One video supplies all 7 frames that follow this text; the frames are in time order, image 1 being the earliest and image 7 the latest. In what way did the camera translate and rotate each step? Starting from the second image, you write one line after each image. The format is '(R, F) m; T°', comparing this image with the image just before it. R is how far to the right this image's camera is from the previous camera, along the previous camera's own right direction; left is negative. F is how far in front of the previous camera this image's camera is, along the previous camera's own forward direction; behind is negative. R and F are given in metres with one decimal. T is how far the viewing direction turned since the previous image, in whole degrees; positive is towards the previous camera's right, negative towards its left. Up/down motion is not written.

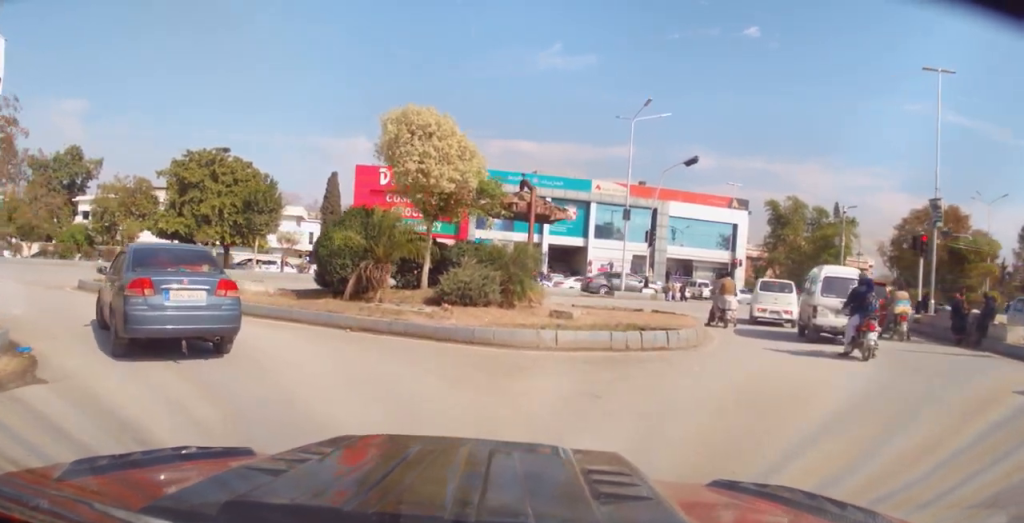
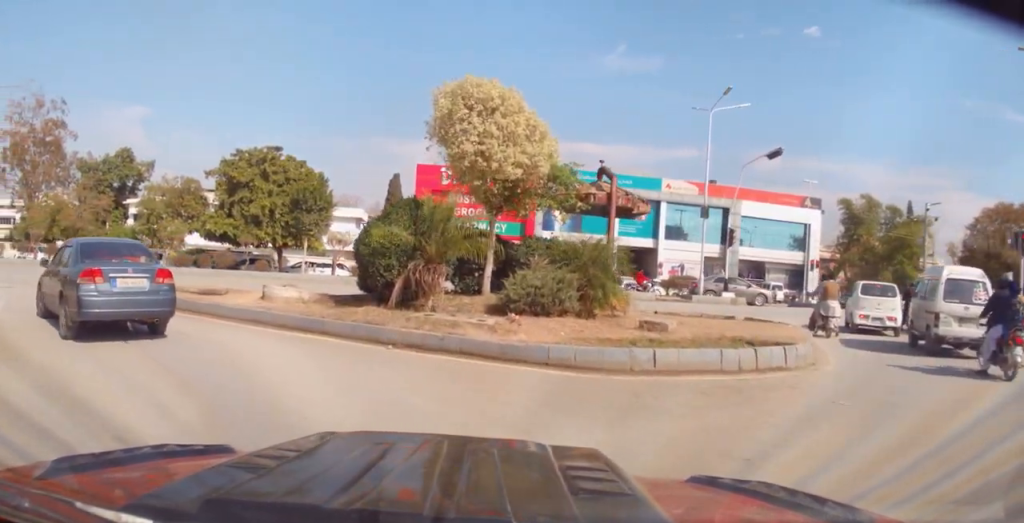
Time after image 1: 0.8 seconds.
(-0.1, +2.1) m; -9°
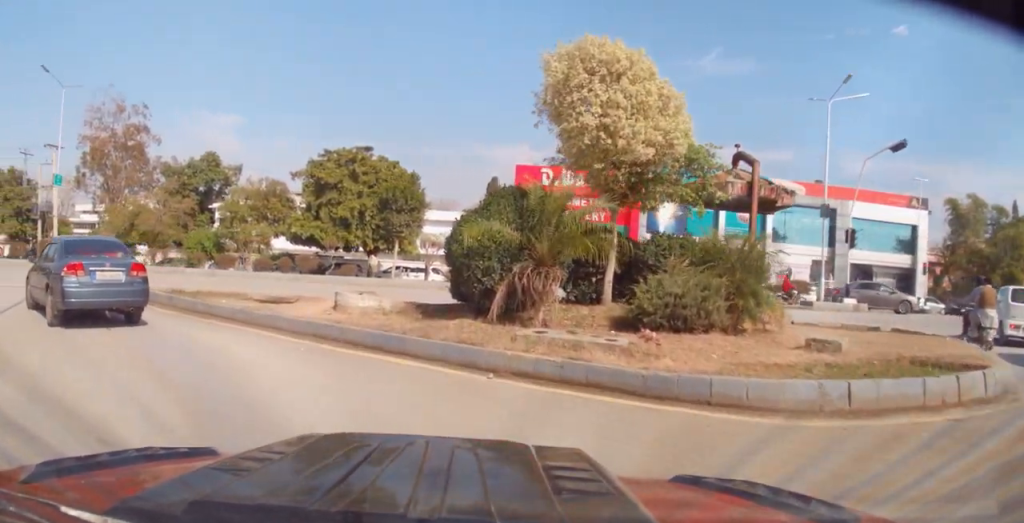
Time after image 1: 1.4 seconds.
(0.0, +2.1) m; -14°
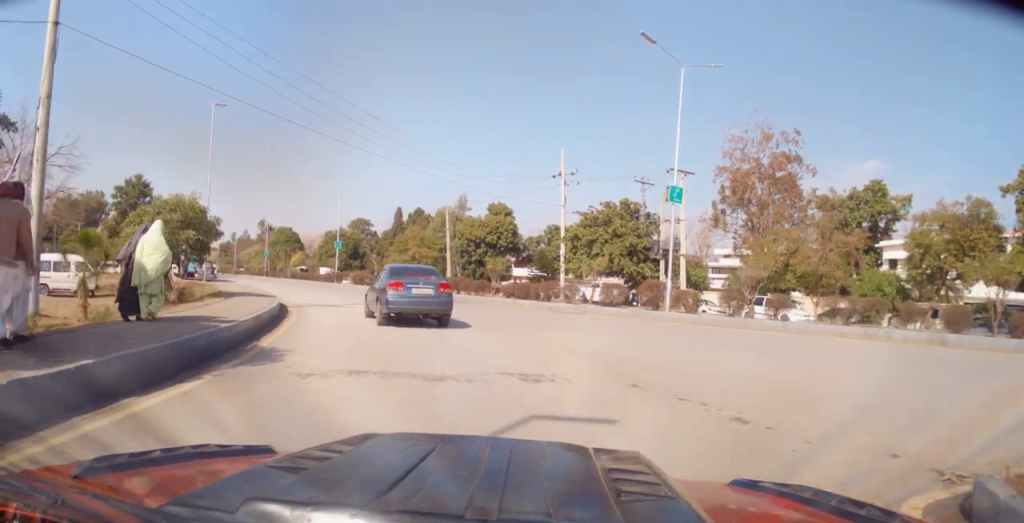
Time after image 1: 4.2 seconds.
(-5.0, +9.7) m; -47°
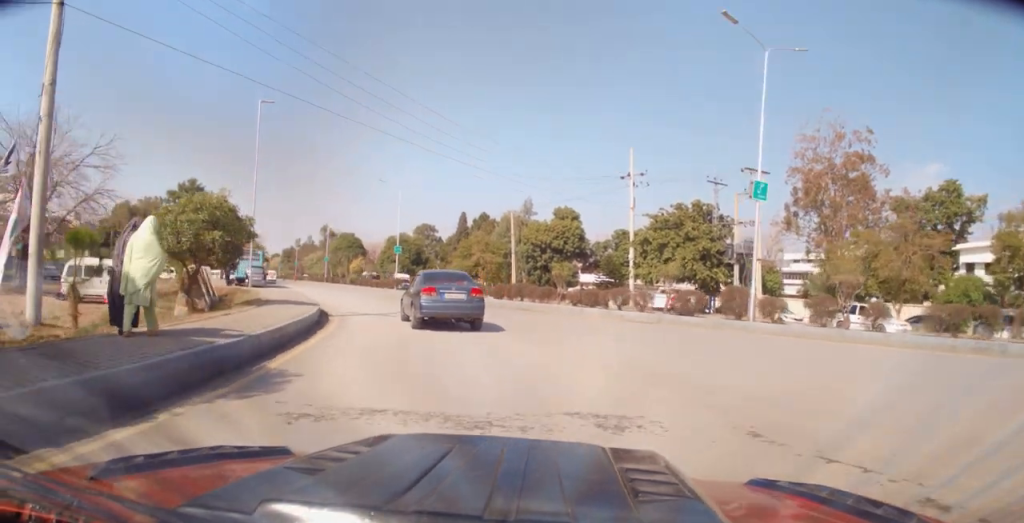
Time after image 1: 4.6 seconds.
(0.0, +1.9) m; -6°
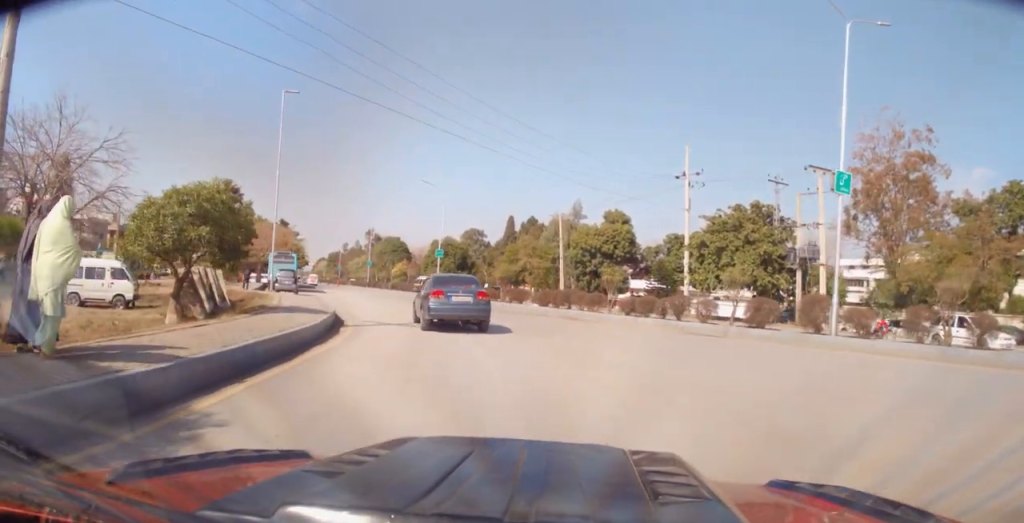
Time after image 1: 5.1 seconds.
(-0.3, +2.6) m; -4°
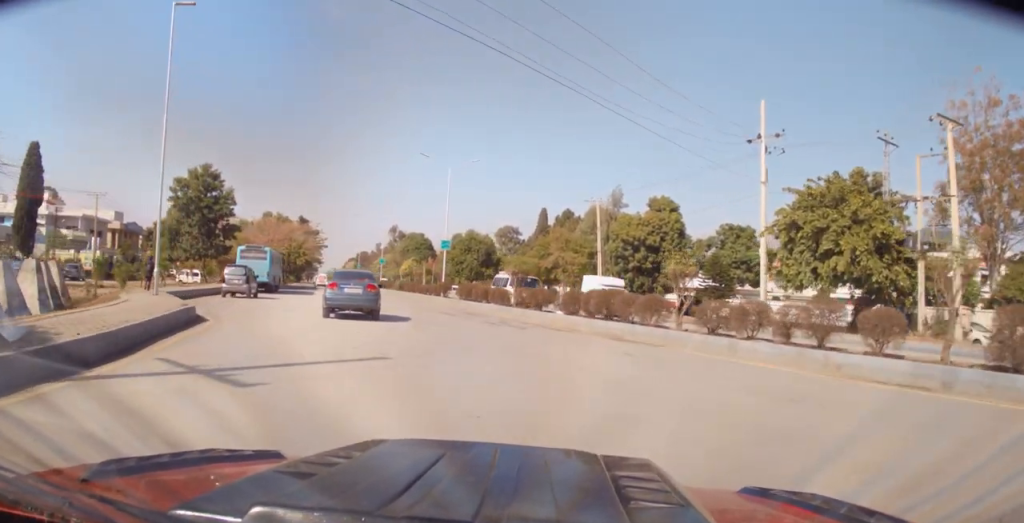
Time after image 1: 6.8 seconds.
(-0.7, +10.3) m; -4°
